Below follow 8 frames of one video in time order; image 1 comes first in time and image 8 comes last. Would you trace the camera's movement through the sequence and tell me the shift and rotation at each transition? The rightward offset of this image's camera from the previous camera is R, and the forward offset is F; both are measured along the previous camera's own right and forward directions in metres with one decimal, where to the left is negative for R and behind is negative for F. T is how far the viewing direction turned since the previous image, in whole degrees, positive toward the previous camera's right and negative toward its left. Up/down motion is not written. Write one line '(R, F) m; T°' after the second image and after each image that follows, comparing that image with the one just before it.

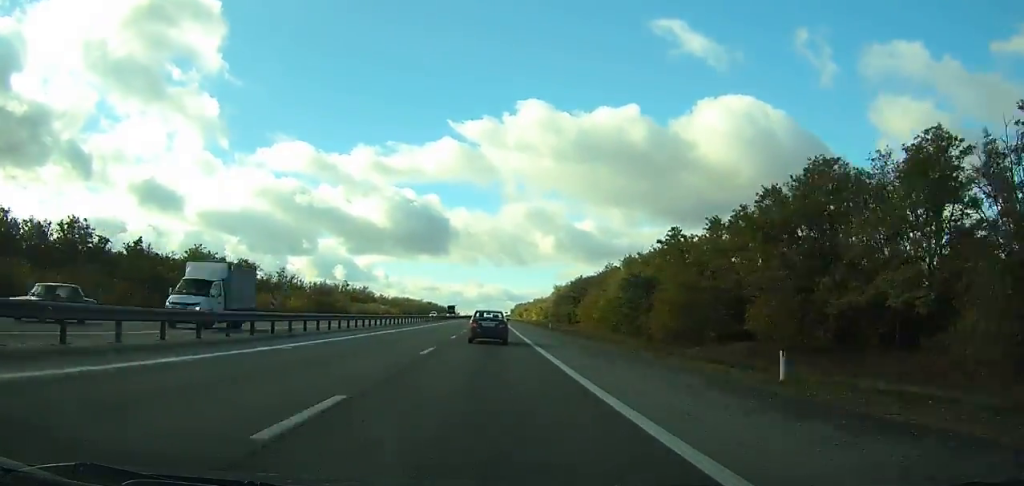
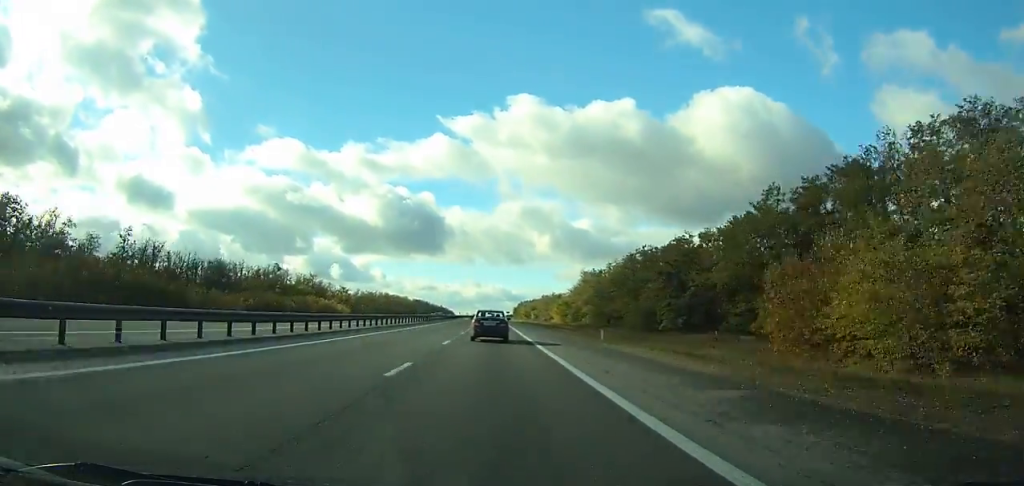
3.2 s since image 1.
(0.0, +78.8) m; 0°
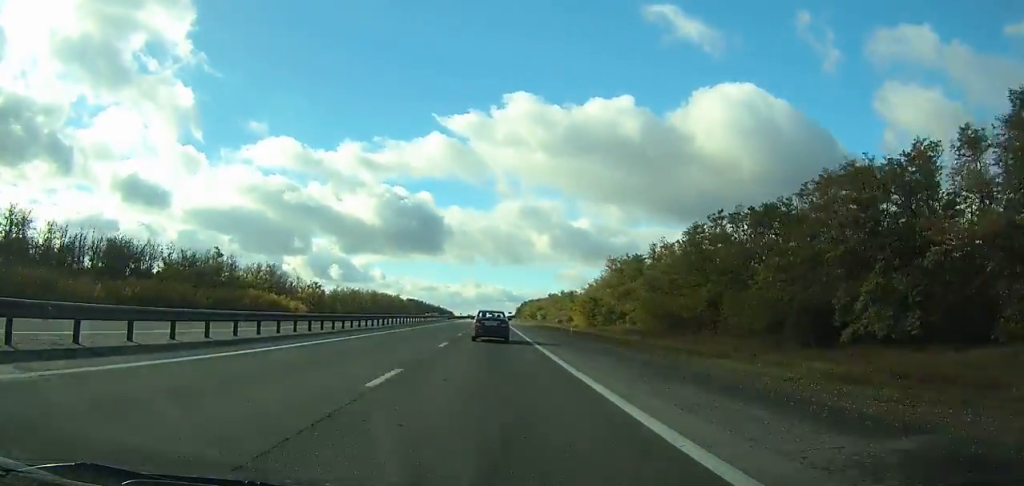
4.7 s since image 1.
(0.0, +37.1) m; 0°
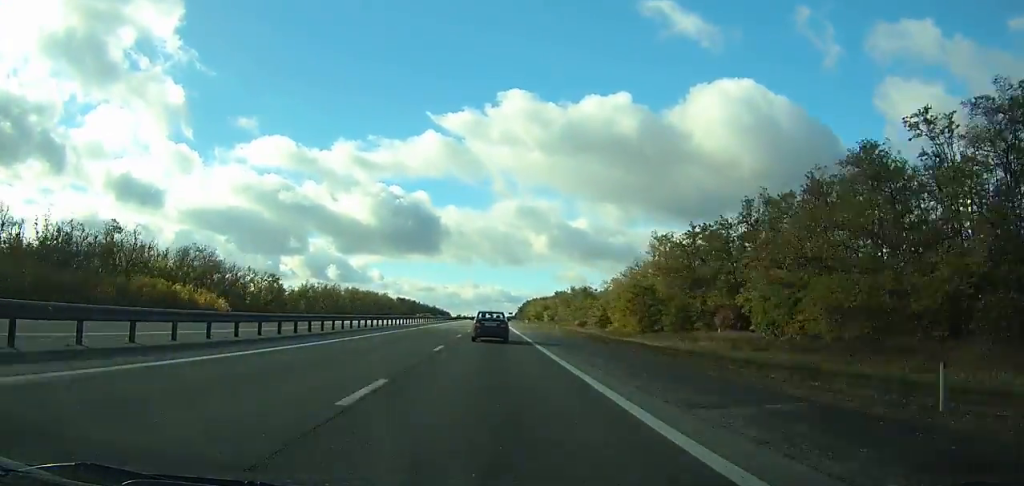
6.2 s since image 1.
(0.0, +37.8) m; 0°
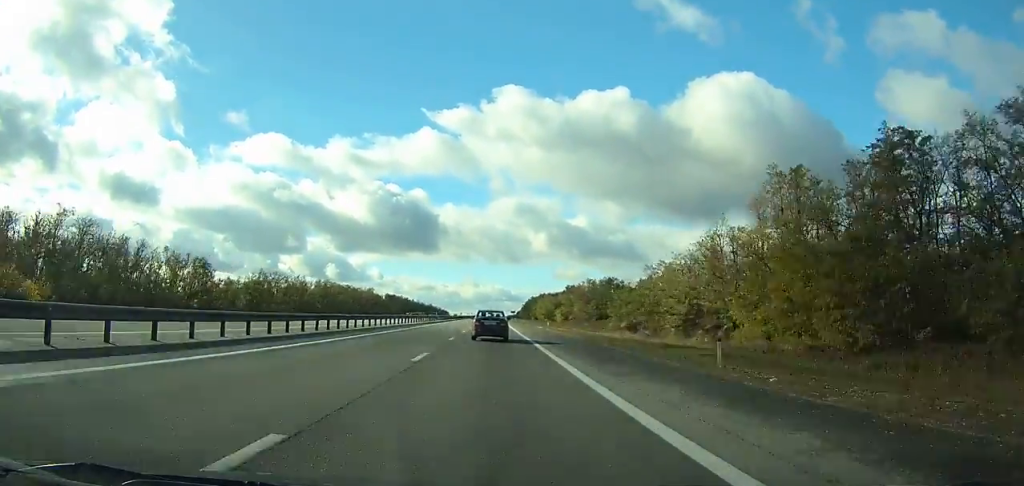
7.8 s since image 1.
(0.0, +40.4) m; 0°
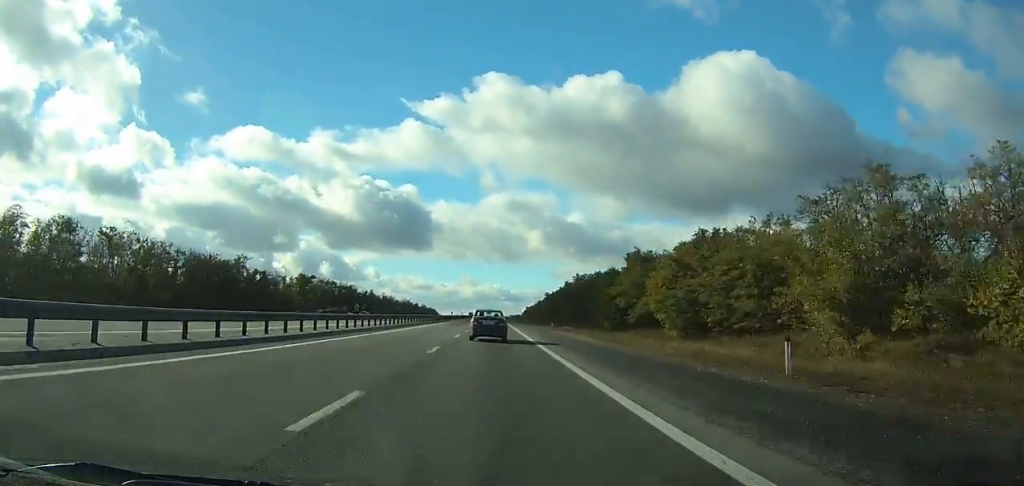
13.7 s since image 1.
(-0.2, +150.9) m; 0°
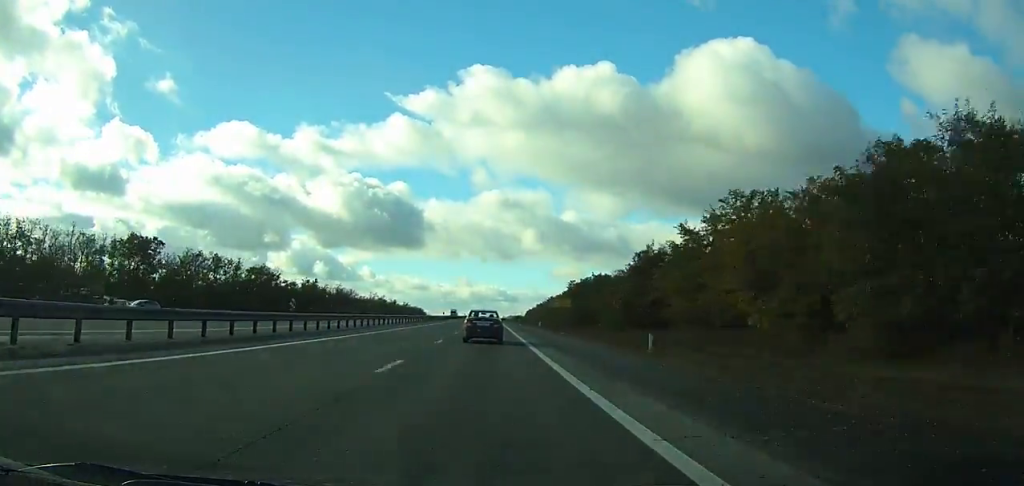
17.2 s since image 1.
(+0.4, +88.1) m; 0°
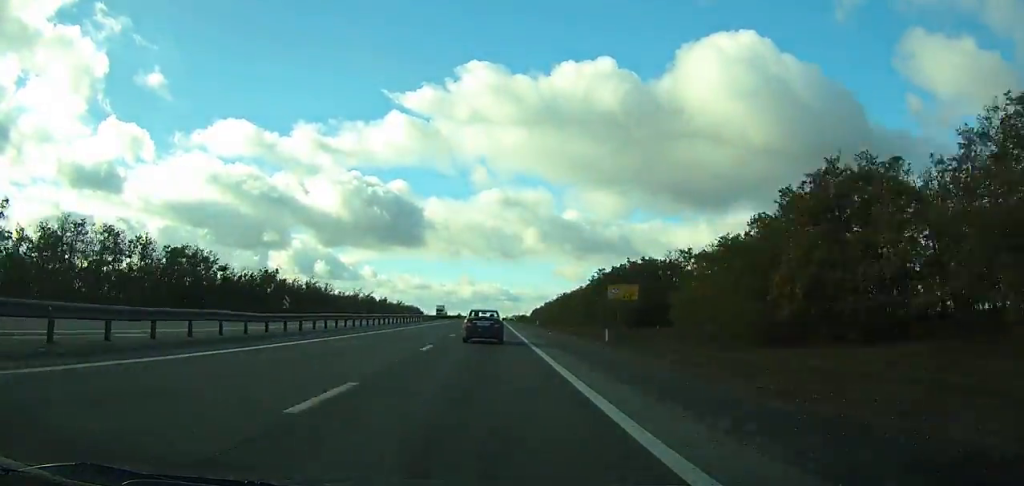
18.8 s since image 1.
(0.0, +39.3) m; 0°
